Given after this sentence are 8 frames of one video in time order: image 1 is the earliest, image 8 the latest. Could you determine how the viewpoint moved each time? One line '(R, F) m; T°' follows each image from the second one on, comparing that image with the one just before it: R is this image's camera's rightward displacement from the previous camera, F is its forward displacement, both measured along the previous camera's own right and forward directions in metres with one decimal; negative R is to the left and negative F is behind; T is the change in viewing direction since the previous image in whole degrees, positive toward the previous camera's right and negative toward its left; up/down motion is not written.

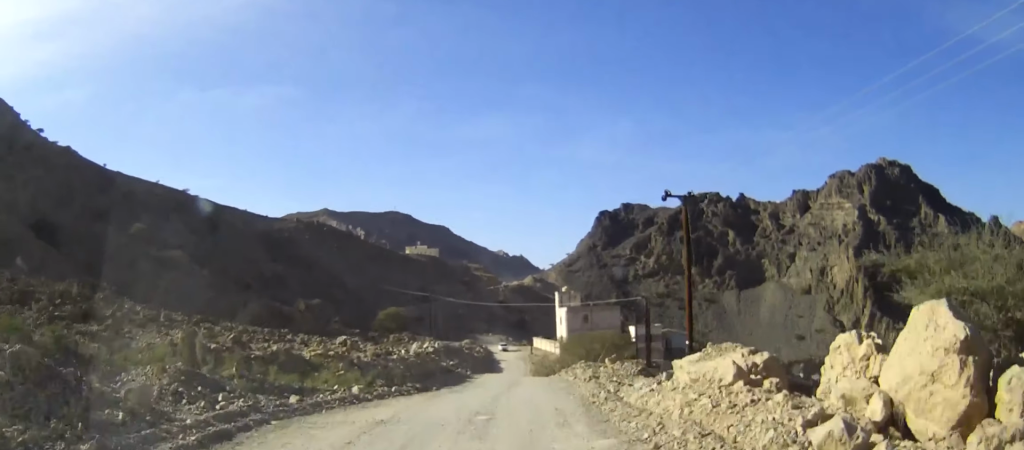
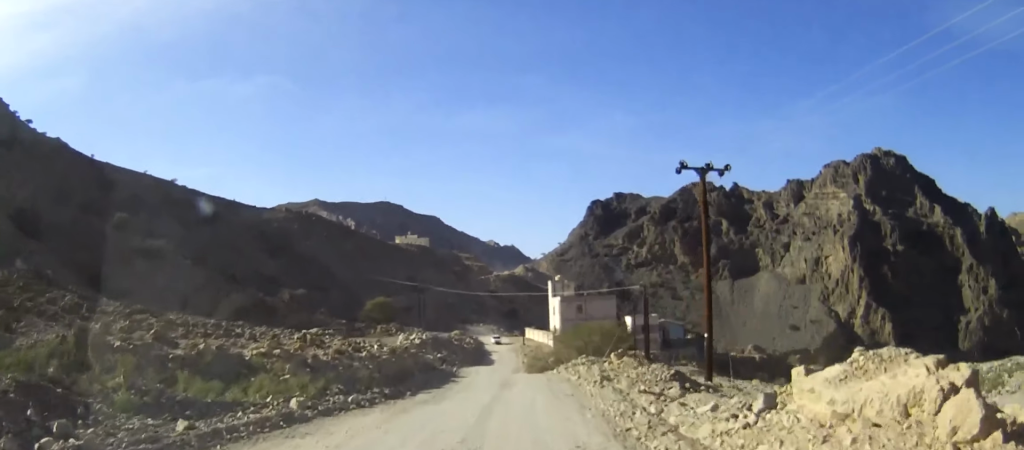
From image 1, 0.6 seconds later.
(0.0, +5.6) m; 0°
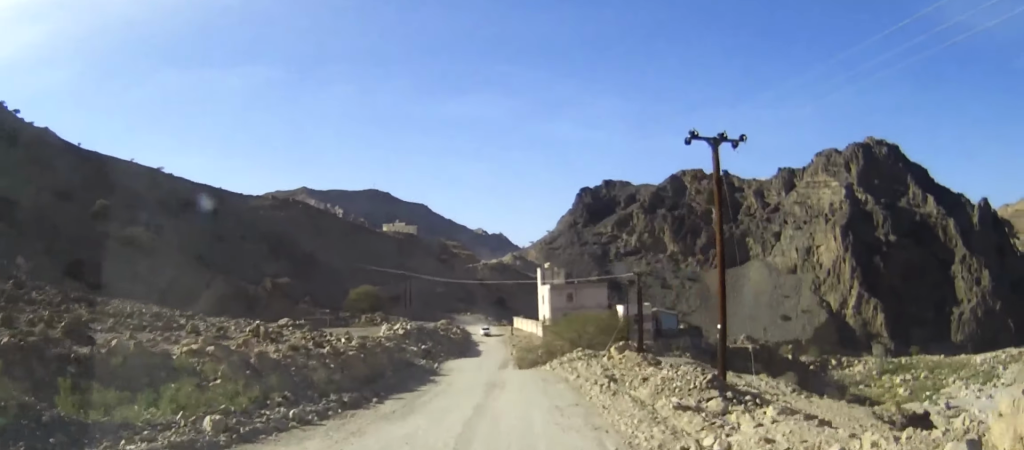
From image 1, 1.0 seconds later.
(0.0, +4.1) m; 0°
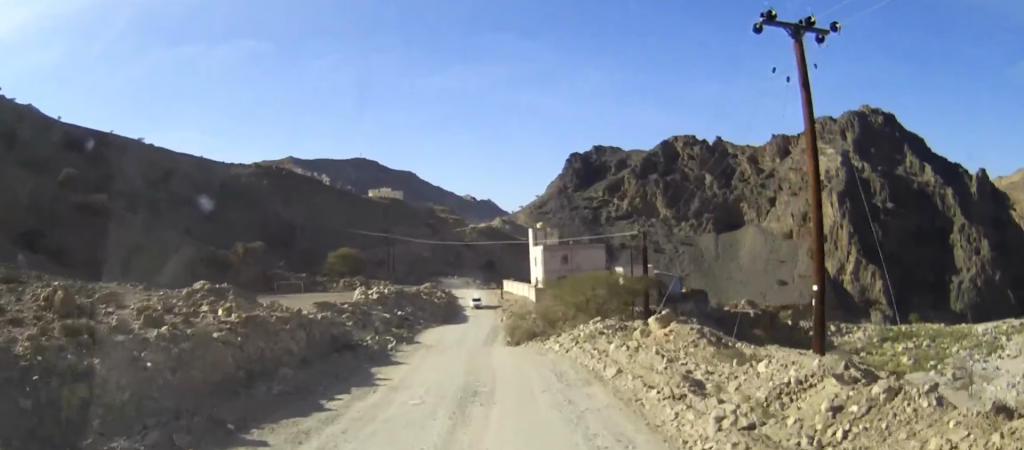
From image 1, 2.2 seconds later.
(0.0, +10.4) m; 0°
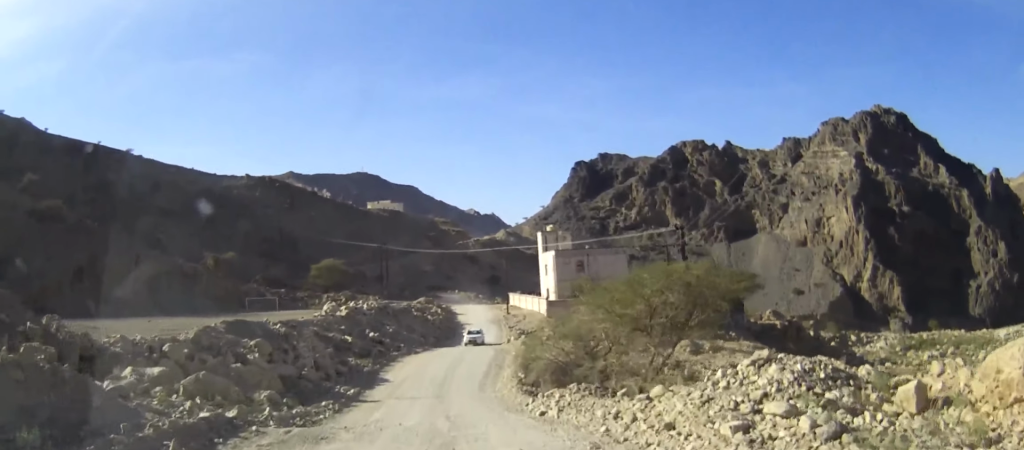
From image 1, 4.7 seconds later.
(0.0, +19.4) m; 0°
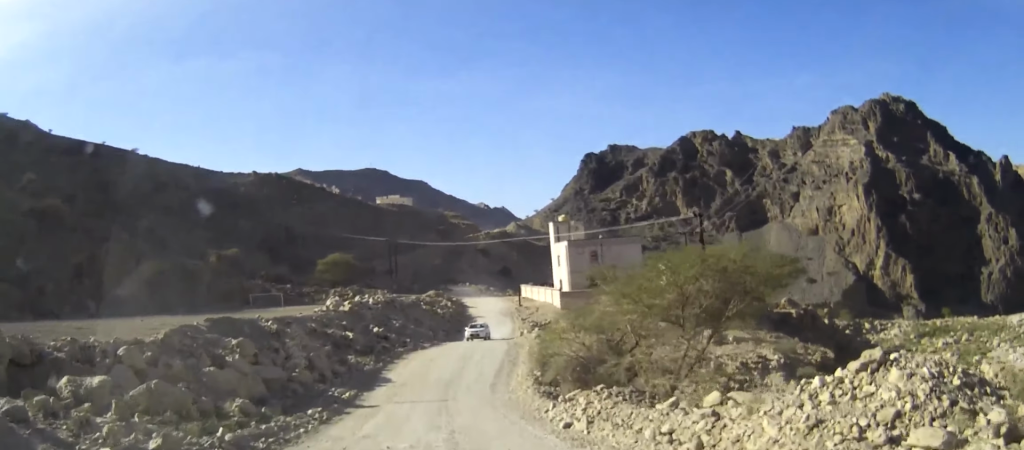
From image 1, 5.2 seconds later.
(0.0, +3.8) m; 0°
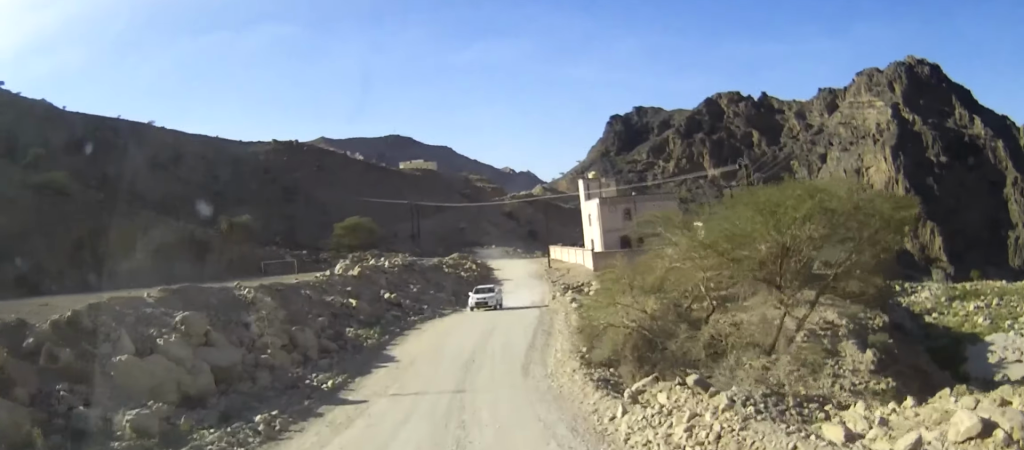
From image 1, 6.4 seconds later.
(0.0, +7.2) m; 0°
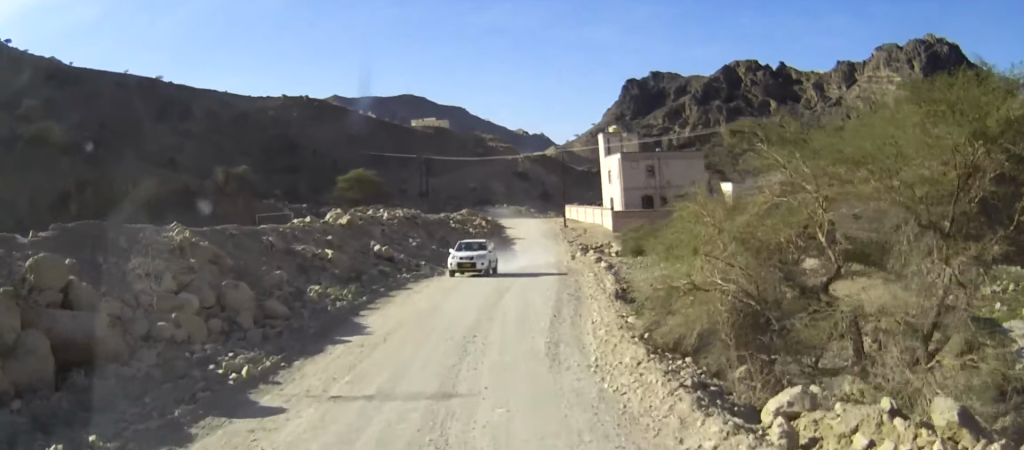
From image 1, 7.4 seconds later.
(0.0, +6.3) m; 0°
